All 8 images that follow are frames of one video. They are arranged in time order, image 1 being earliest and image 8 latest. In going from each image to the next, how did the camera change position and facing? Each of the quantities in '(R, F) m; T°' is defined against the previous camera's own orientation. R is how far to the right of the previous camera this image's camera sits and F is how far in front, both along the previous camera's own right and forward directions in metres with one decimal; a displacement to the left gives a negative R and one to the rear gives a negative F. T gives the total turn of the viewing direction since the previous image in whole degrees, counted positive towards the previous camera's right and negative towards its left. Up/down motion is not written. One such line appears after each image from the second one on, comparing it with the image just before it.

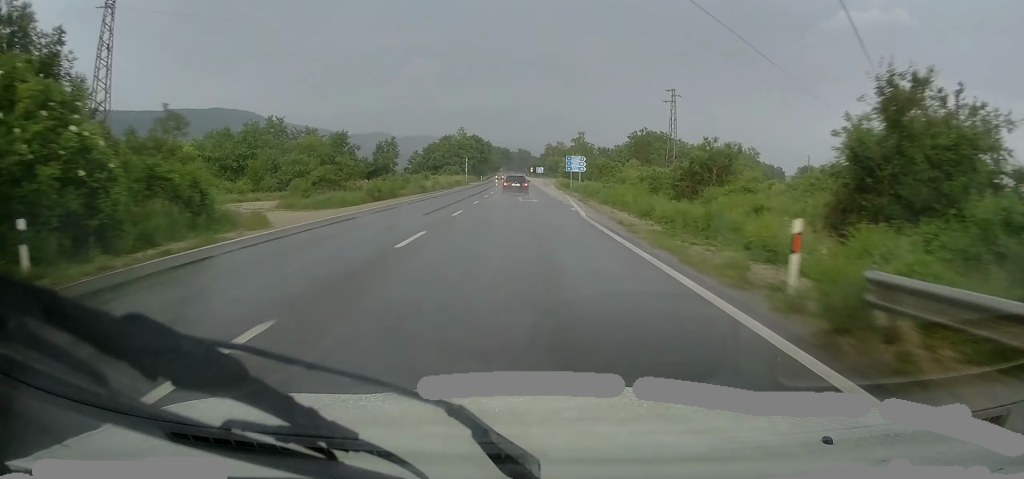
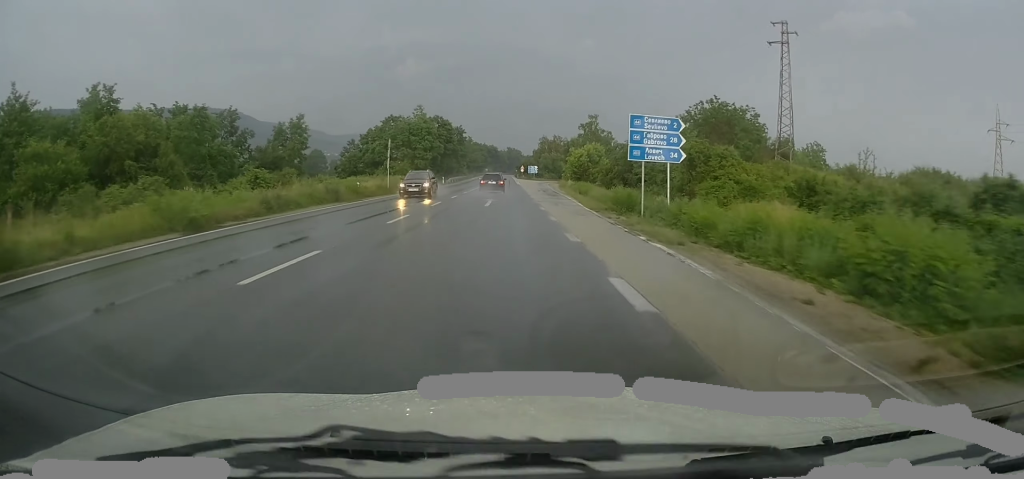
(+1.4, +49.0) m; +2°
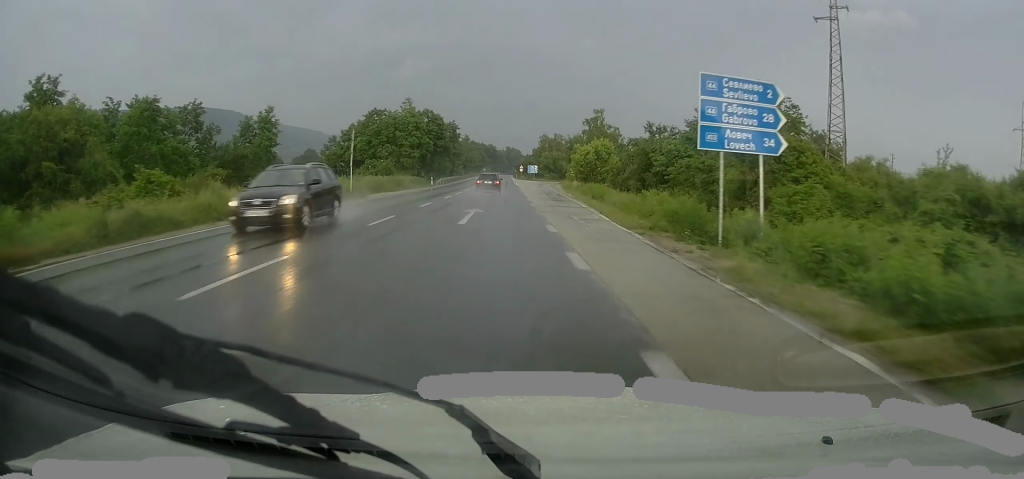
(-0.2, +9.7) m; 0°
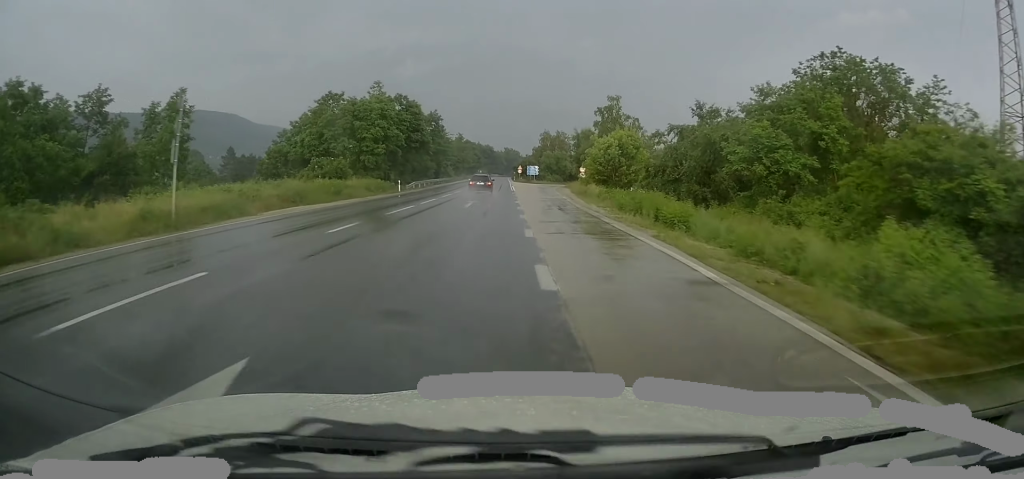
(-0.1, +19.2) m; 0°
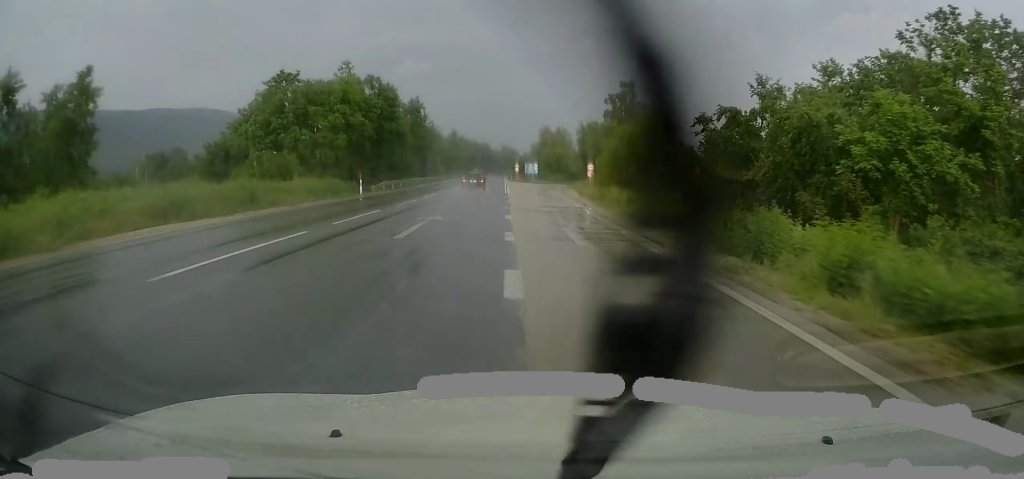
(+0.2, +12.8) m; +1°
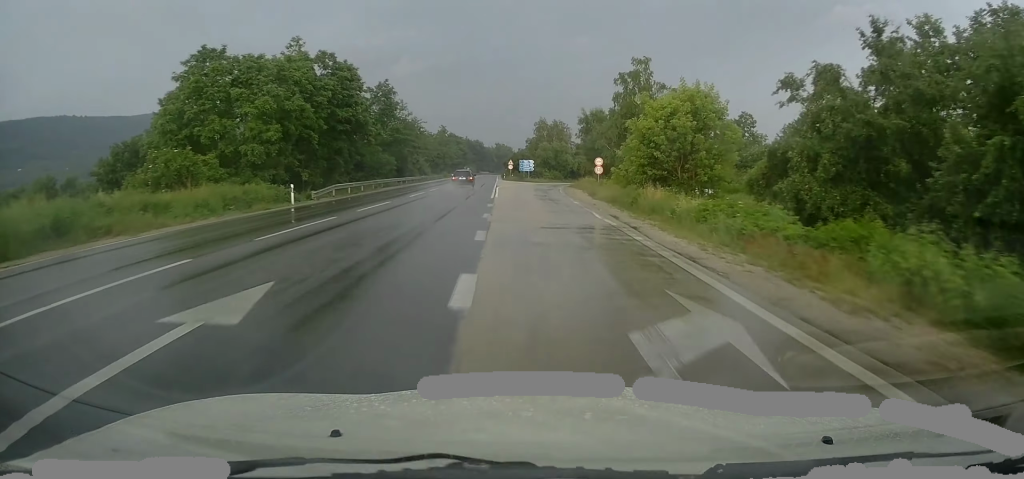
(-0.1, +12.5) m; 0°
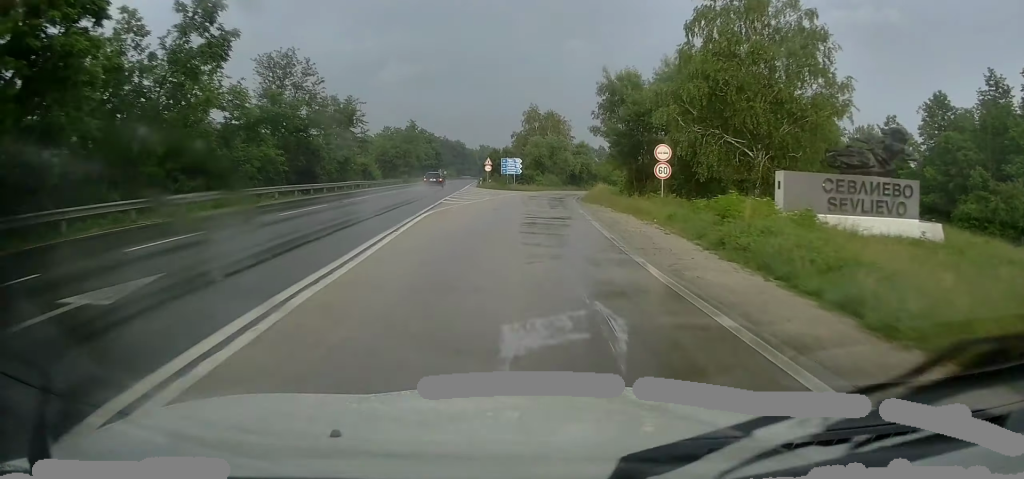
(-0.1, +31.5) m; 0°
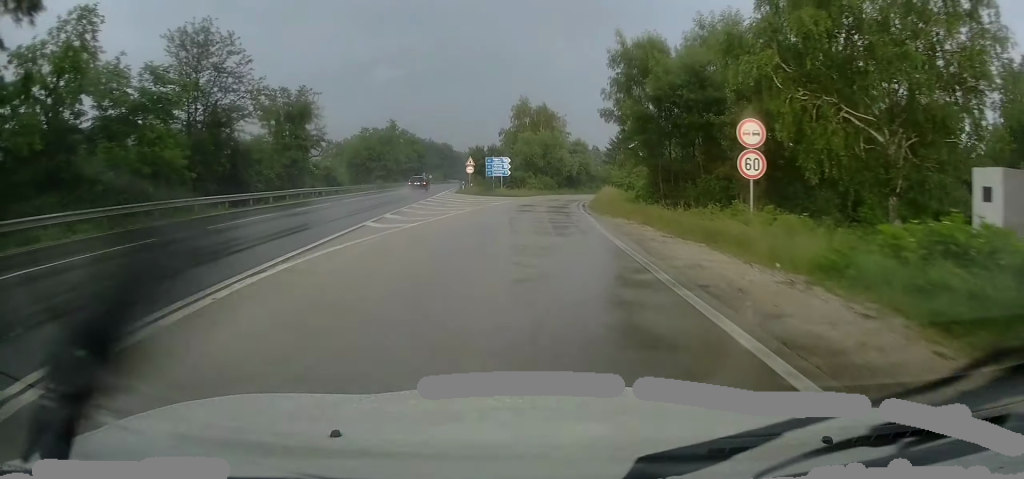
(-0.1, +11.9) m; +1°
